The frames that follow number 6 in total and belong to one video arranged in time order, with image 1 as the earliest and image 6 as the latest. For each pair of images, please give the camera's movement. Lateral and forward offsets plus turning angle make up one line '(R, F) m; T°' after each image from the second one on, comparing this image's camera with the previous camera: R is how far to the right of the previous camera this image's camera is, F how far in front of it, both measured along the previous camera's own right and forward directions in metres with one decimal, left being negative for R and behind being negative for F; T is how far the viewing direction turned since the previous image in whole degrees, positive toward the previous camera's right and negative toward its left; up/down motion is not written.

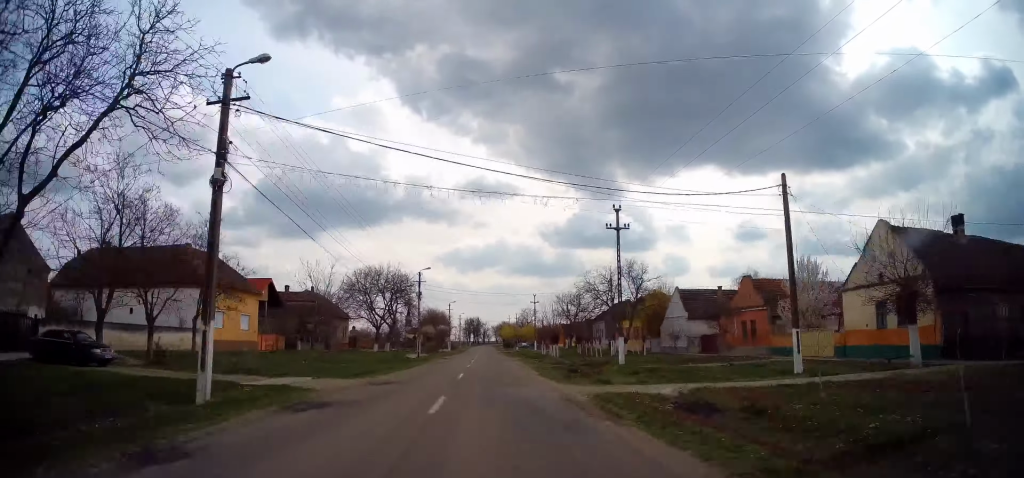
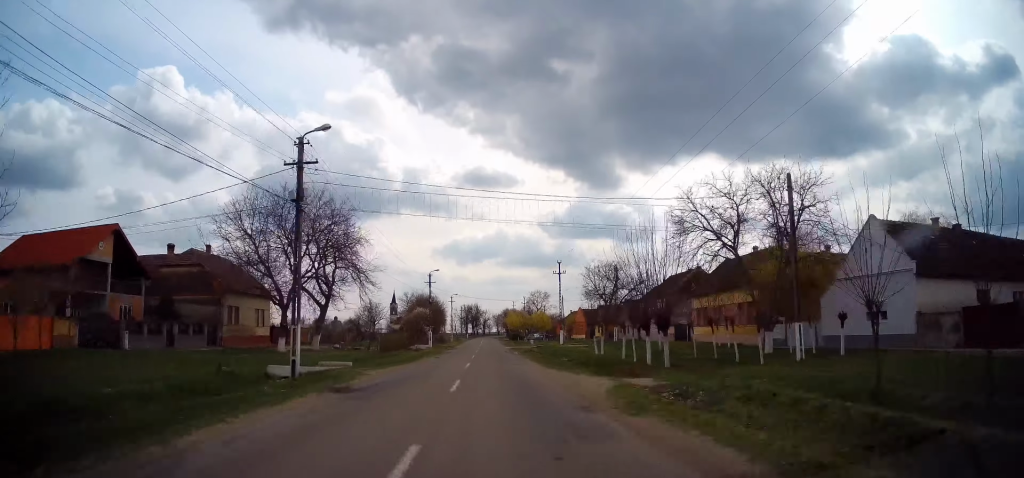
(-0.1, +34.2) m; -1°
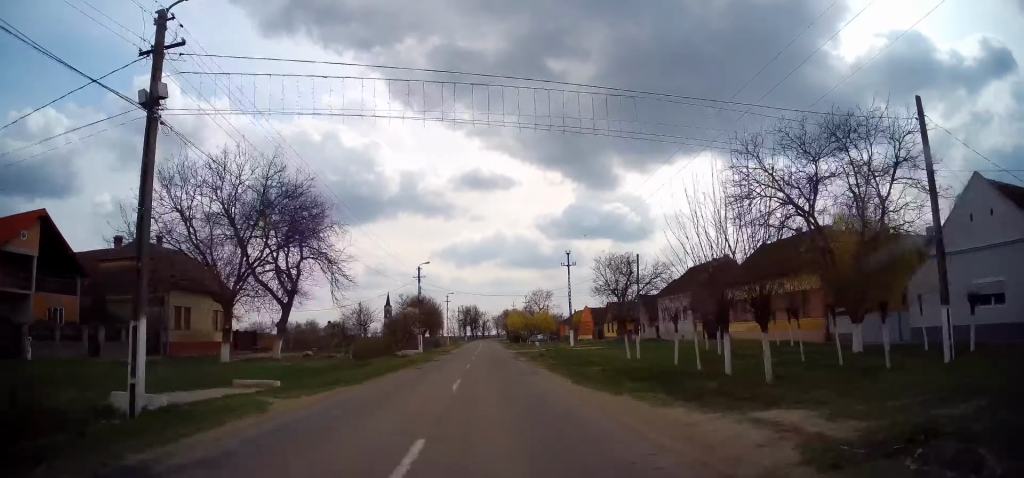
(-0.2, +8.8) m; 0°
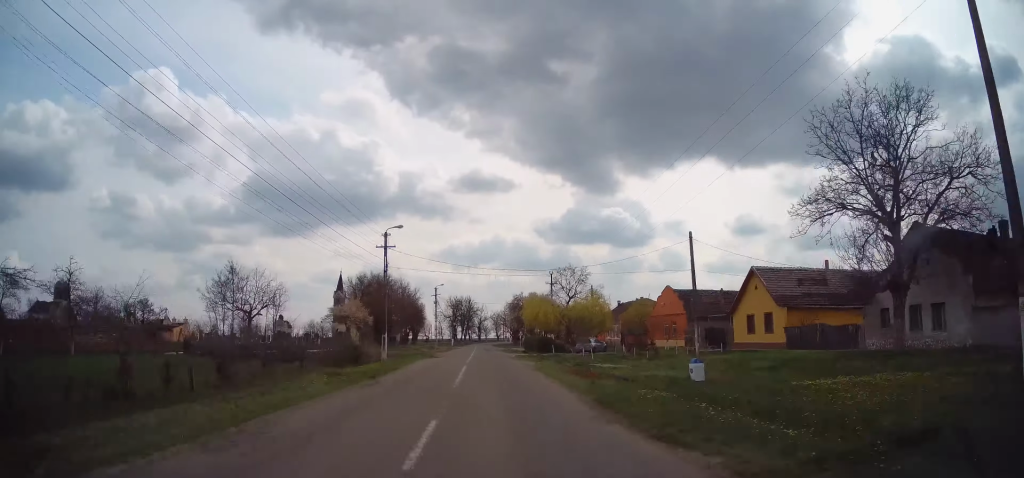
(+0.3, +53.5) m; +1°
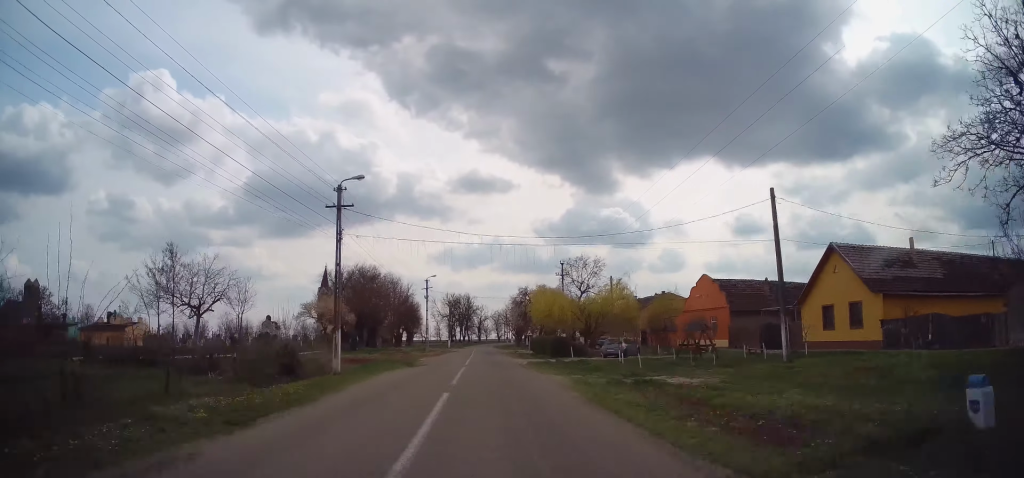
(+0.1, +10.8) m; 0°
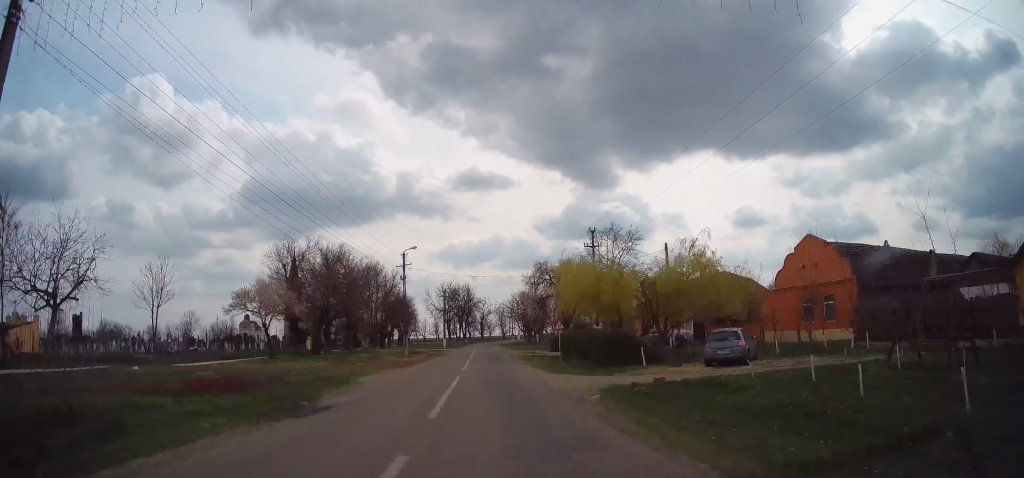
(-0.1, +17.9) m; -1°
